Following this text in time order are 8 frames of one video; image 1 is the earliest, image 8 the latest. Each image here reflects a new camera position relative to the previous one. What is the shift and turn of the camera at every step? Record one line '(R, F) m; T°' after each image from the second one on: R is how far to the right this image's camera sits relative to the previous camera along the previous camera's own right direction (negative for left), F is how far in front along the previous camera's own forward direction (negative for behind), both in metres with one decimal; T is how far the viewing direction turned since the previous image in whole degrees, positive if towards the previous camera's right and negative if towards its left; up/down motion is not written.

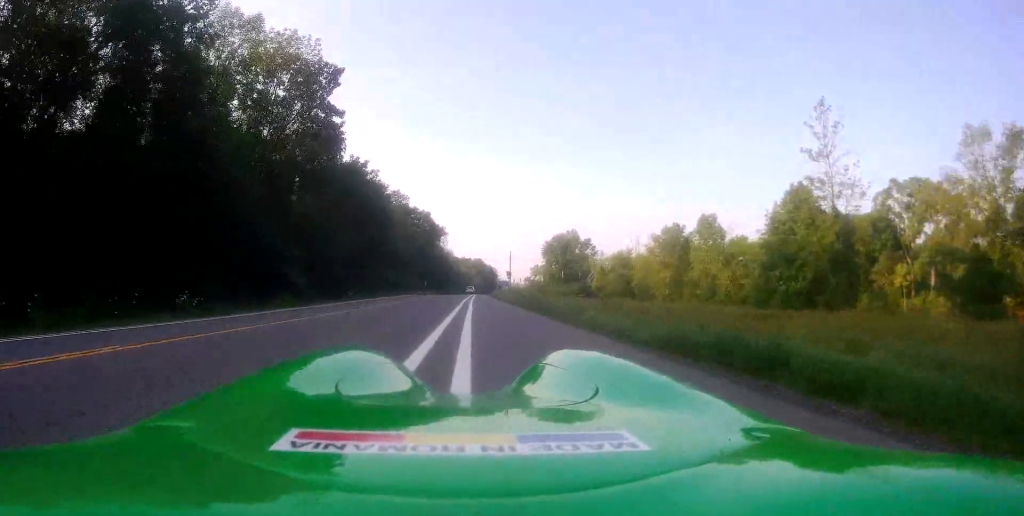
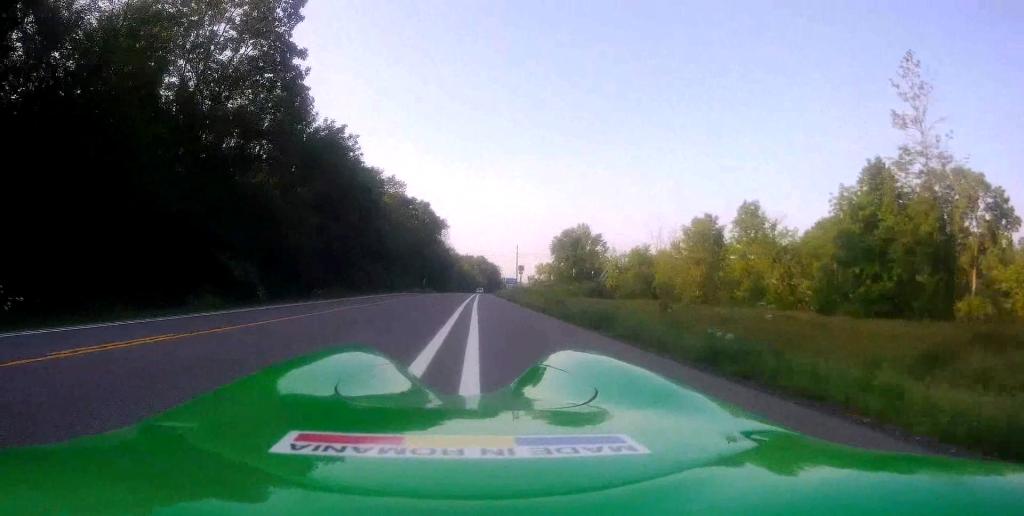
(-0.1, +10.5) m; -3°
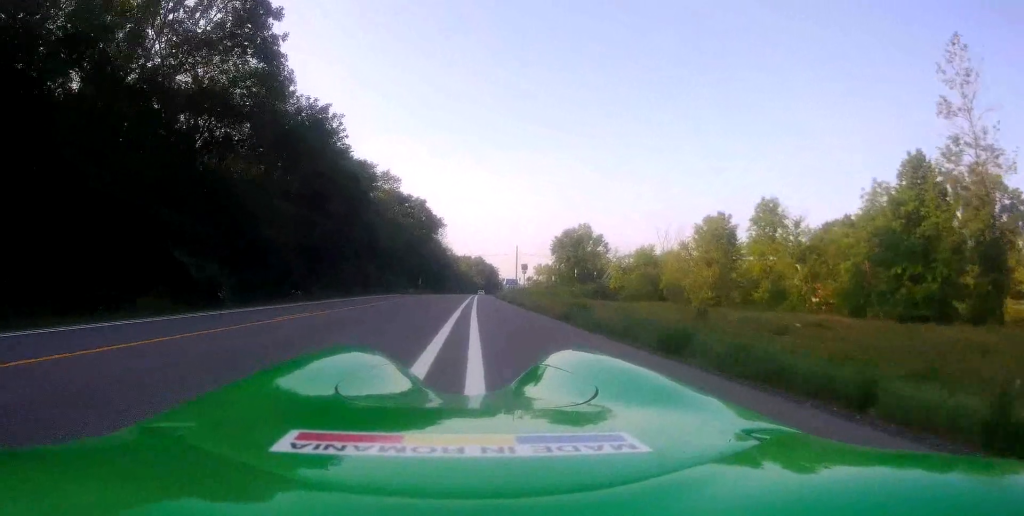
(-0.2, +4.8) m; 0°
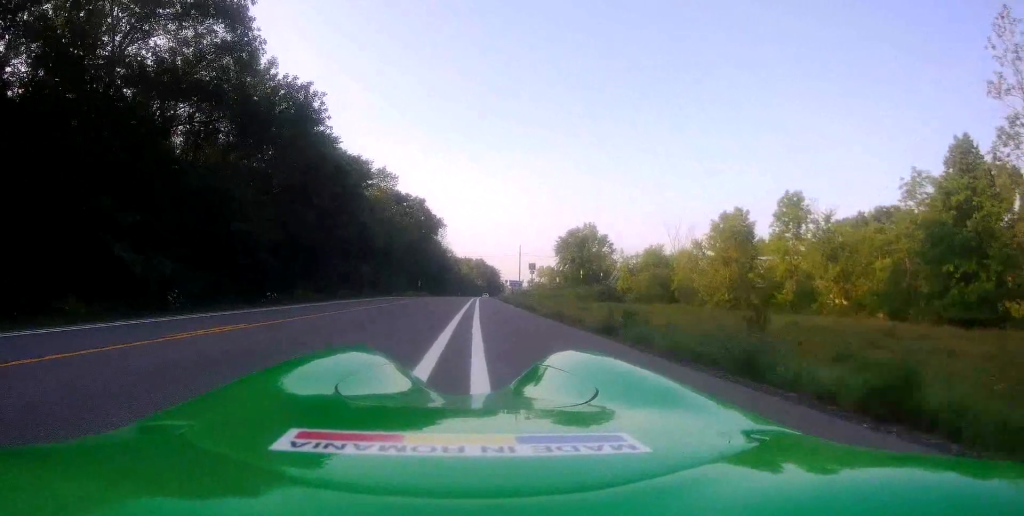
(0.0, +4.4) m; 0°
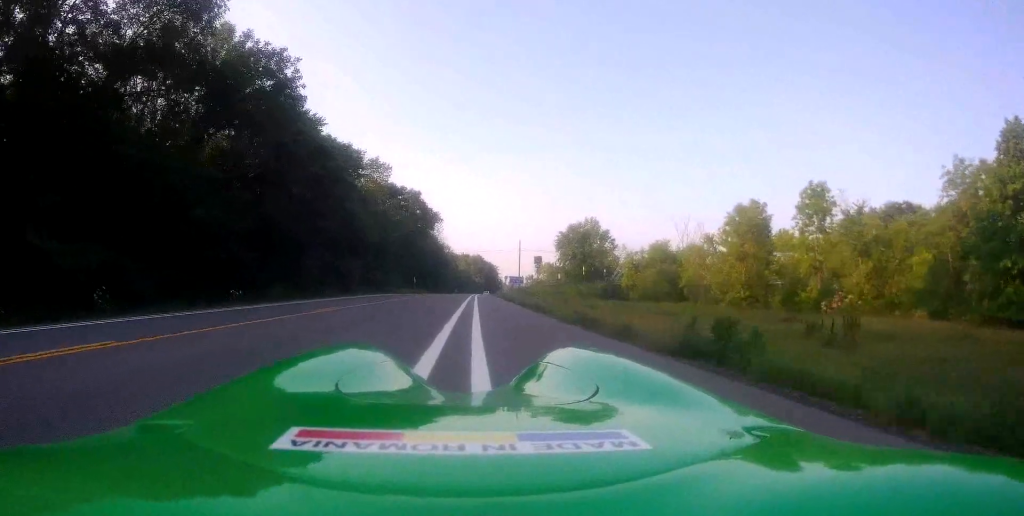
(+0.2, +4.7) m; 0°
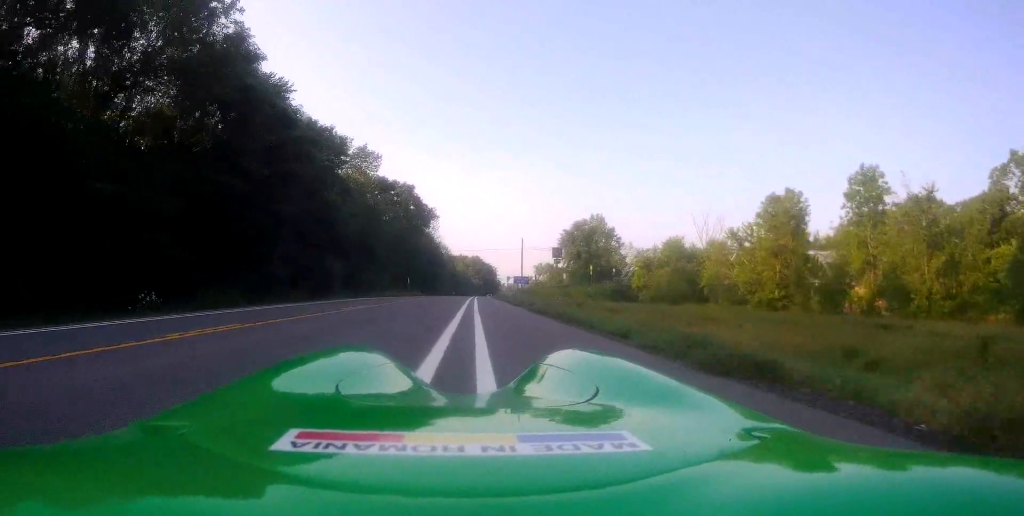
(-0.3, +7.6) m; -2°
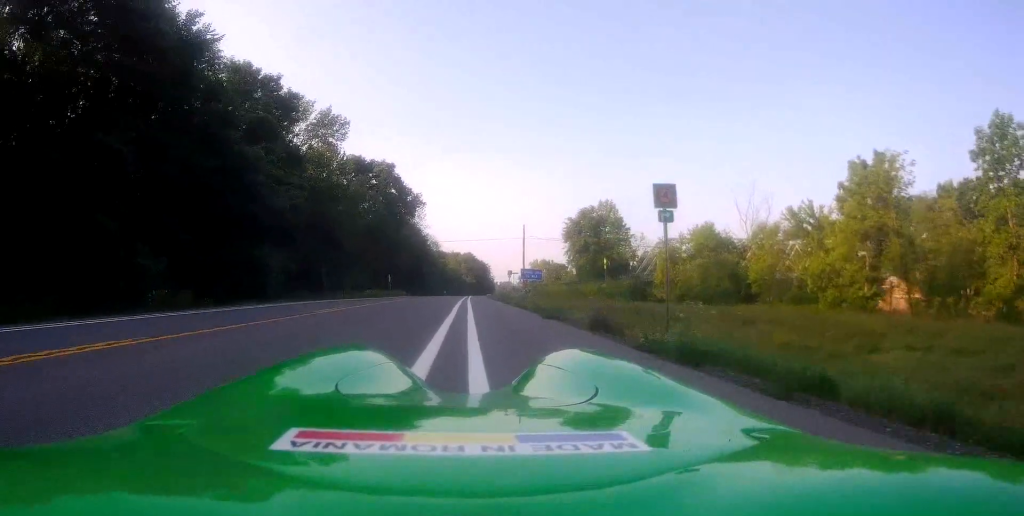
(+0.4, +14.6) m; +2°
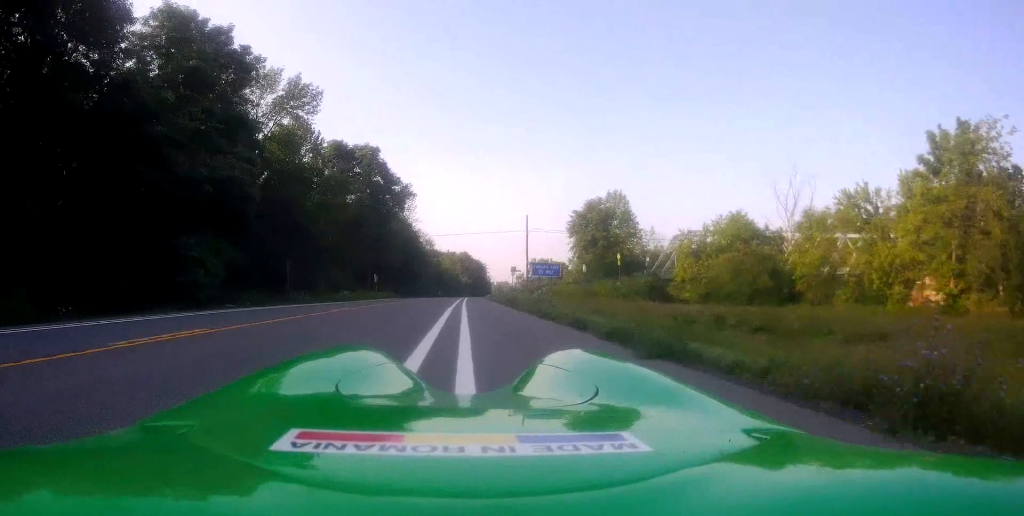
(-0.2, +9.6) m; -2°
